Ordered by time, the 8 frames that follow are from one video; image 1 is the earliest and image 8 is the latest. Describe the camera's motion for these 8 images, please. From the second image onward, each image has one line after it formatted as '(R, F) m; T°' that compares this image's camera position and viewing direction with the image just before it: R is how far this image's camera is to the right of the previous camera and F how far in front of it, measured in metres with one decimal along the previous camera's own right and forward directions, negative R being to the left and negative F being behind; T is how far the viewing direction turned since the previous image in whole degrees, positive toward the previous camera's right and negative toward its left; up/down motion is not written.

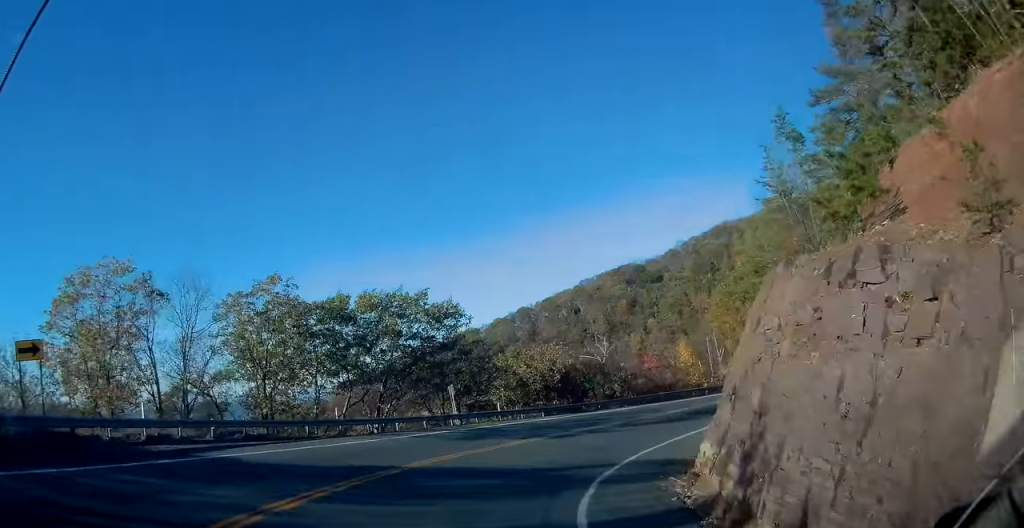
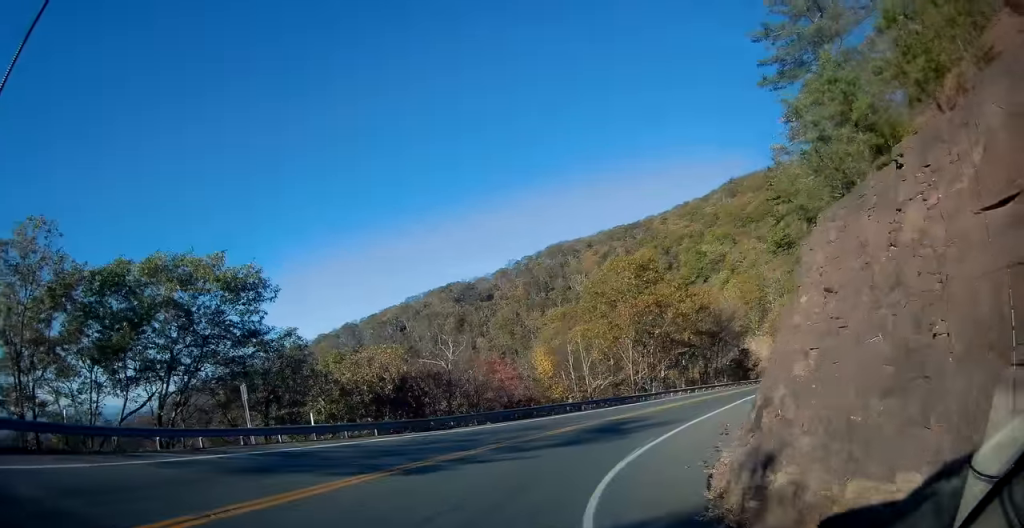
(+2.1, +11.4) m; +19°
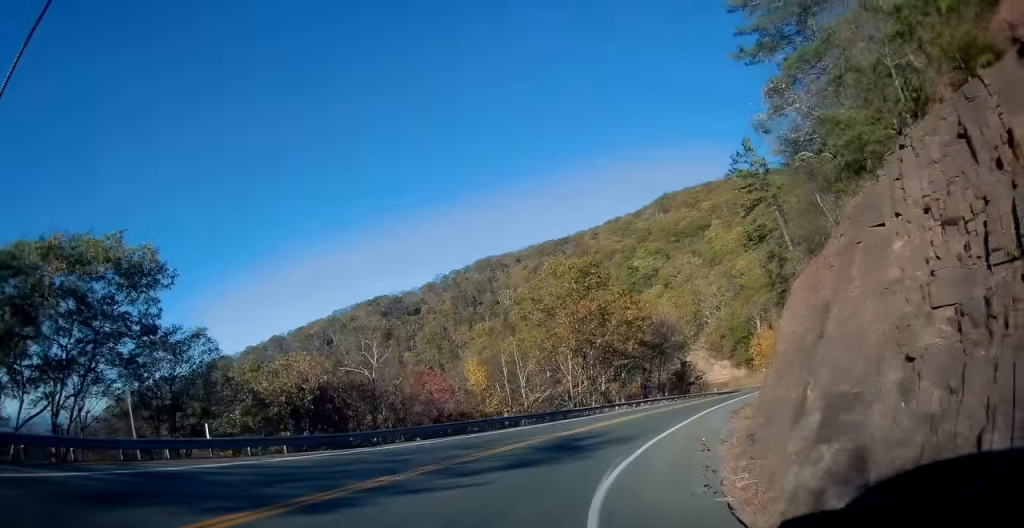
(+0.4, +4.6) m; +7°
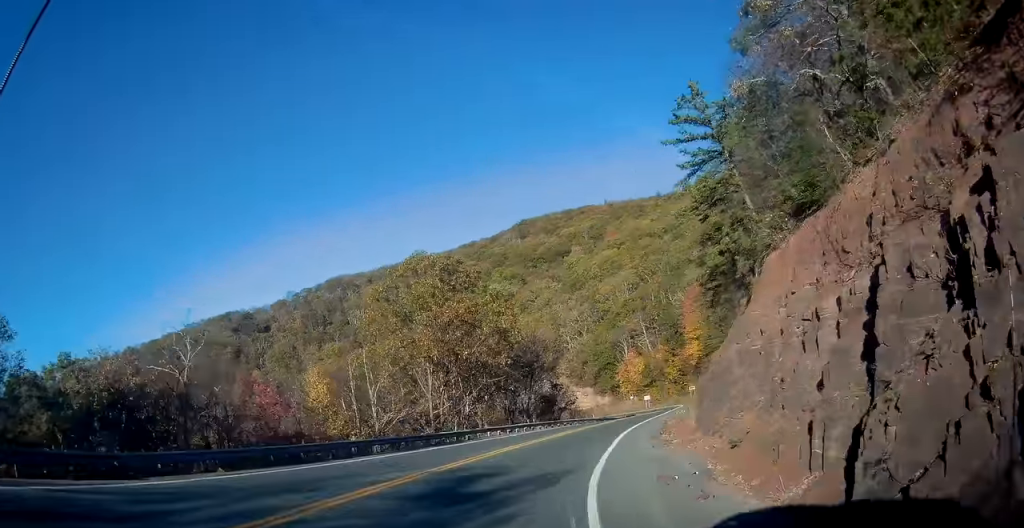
(+1.1, +9.7) m; +14°
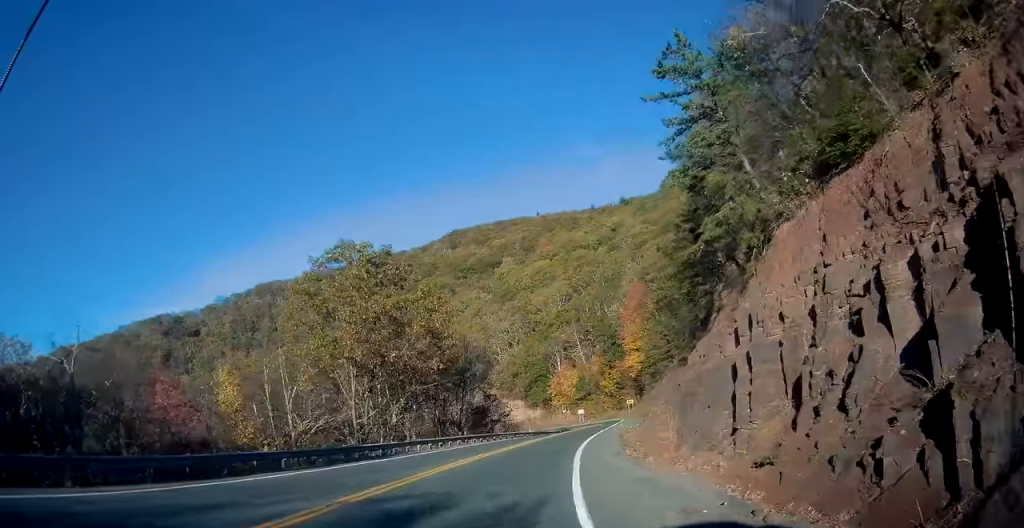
(+0.1, +5.1) m; +7°
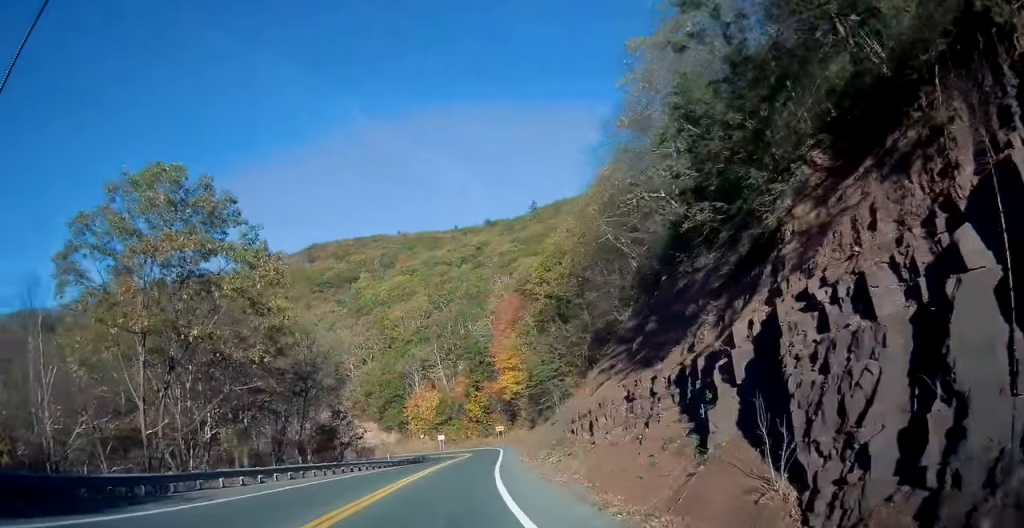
(+2.8, +14.0) m; +18°
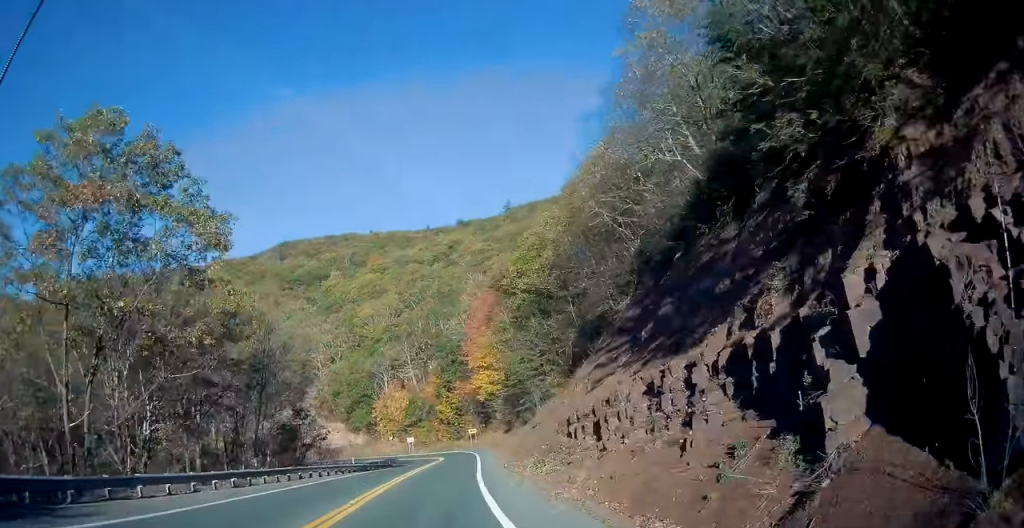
(+0.2, +4.8) m; +4°
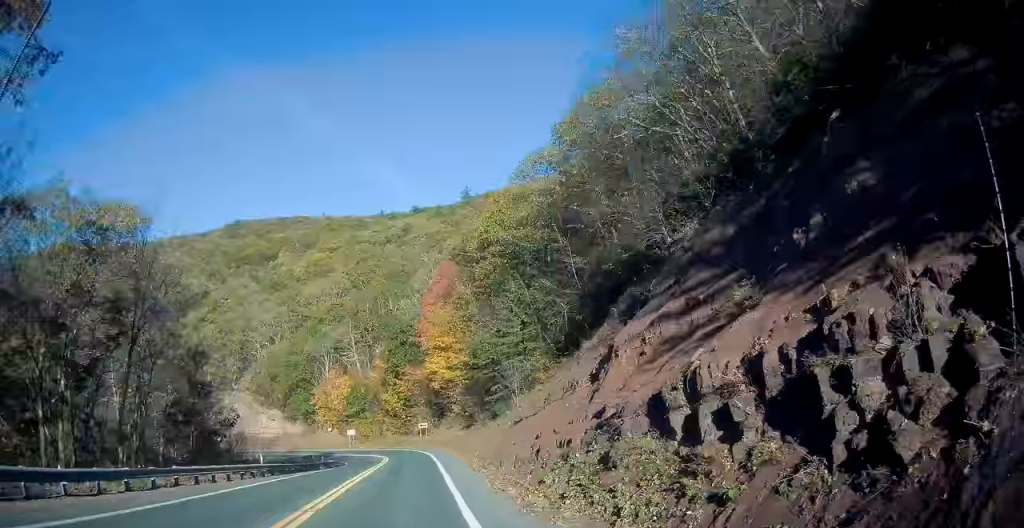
(+0.9, +13.9) m; +4°
